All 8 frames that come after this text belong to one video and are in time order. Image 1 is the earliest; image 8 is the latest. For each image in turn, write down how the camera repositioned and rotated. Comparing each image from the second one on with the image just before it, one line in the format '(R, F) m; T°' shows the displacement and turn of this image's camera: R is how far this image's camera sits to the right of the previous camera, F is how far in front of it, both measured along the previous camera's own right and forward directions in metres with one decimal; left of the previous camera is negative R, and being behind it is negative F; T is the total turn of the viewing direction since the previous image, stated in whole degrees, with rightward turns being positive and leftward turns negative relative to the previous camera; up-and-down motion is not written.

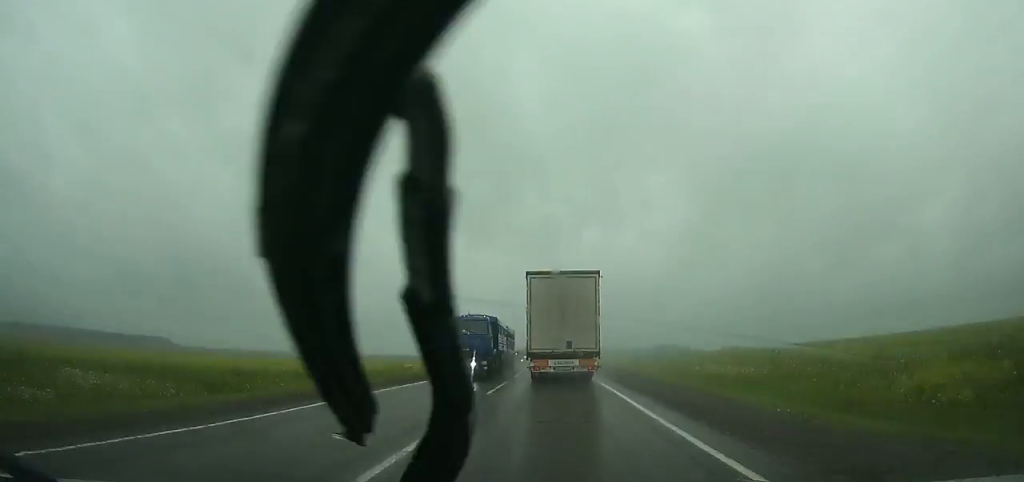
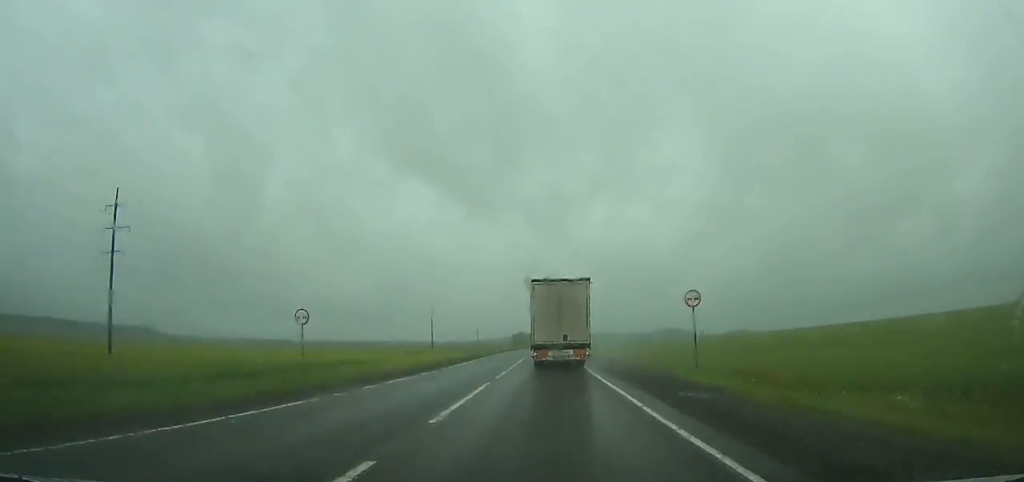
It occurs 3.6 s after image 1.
(+0.2, +77.3) m; 0°
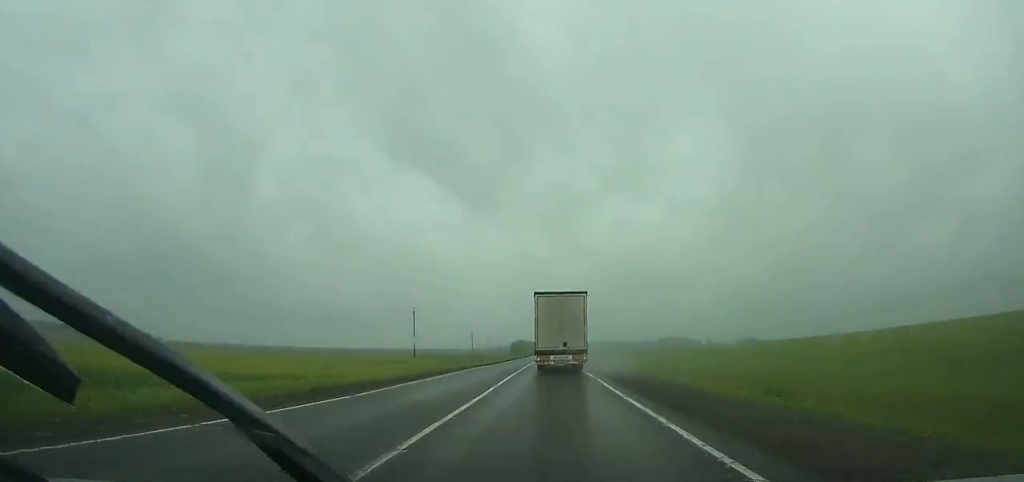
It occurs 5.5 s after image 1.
(-0.2, +40.9) m; 0°
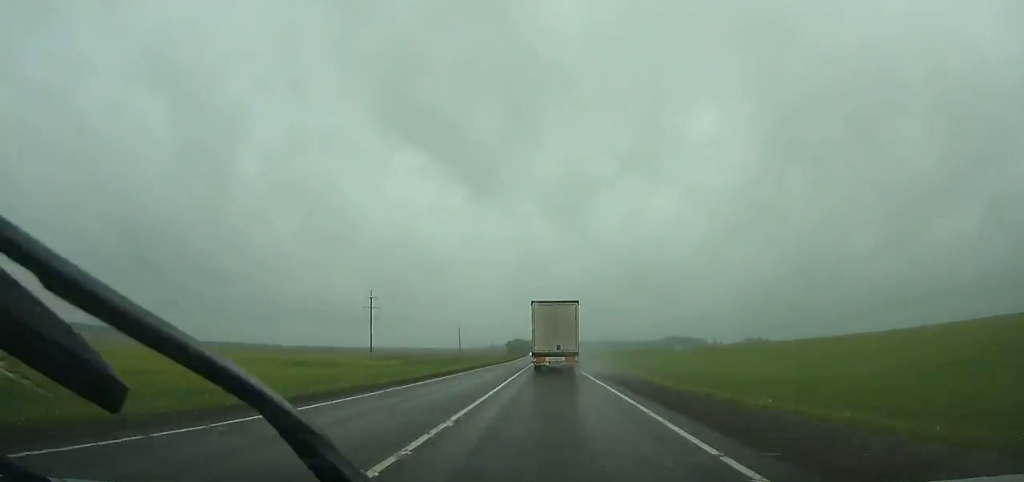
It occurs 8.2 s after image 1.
(0.0, +58.9) m; 0°
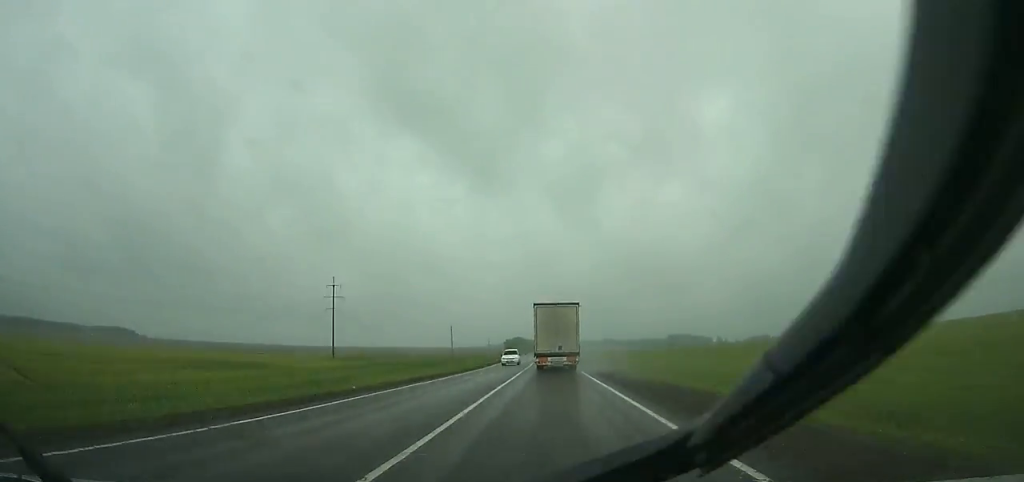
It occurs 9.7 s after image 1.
(+0.1, +33.1) m; 0°
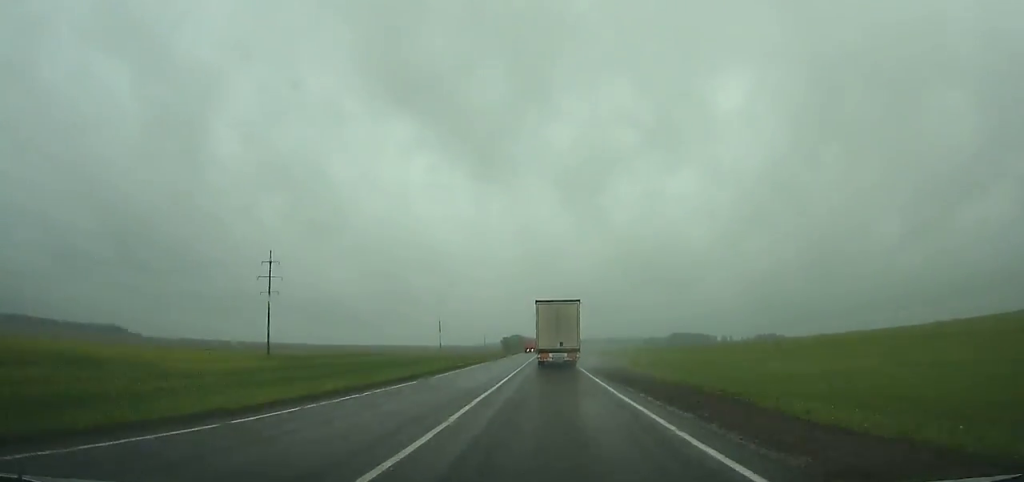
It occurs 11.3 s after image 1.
(0.0, +36.3) m; 0°
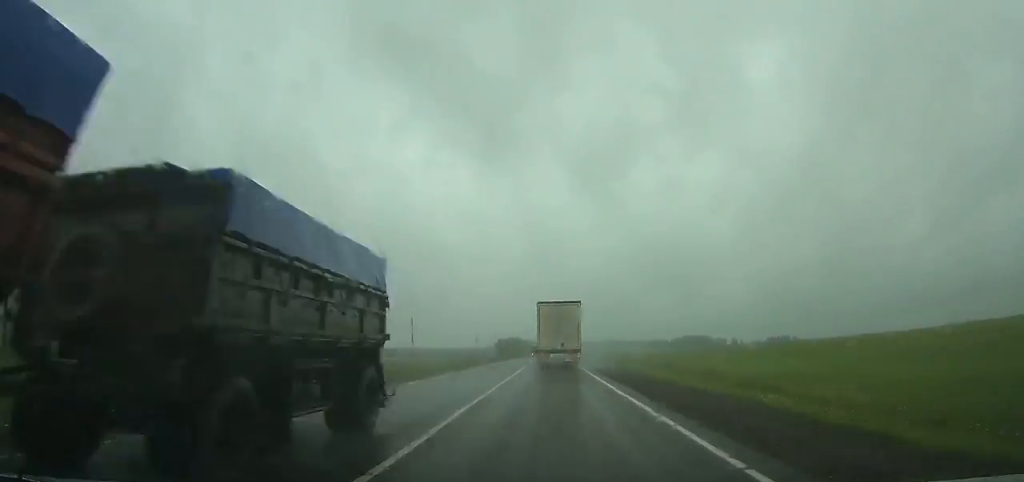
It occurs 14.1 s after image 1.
(-0.1, +64.4) m; 0°
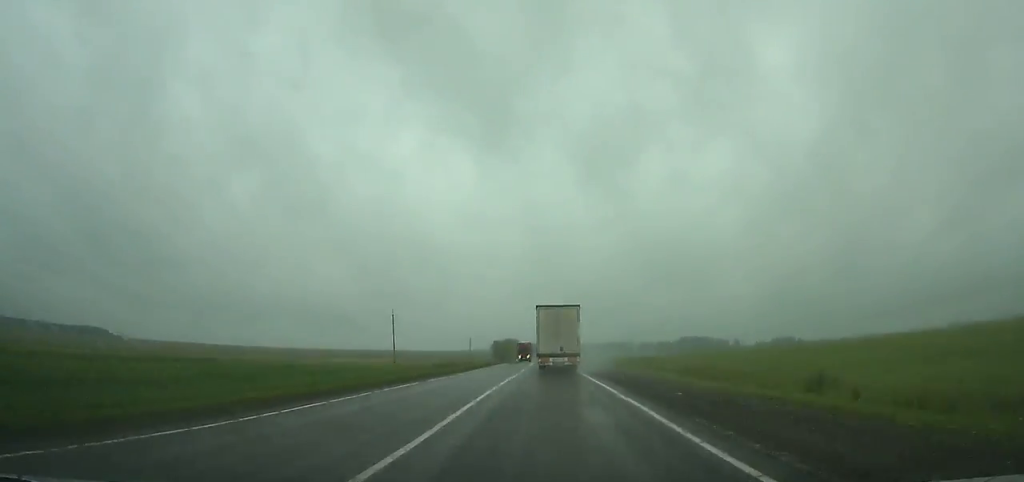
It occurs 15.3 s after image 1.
(0.0, +27.9) m; 0°
